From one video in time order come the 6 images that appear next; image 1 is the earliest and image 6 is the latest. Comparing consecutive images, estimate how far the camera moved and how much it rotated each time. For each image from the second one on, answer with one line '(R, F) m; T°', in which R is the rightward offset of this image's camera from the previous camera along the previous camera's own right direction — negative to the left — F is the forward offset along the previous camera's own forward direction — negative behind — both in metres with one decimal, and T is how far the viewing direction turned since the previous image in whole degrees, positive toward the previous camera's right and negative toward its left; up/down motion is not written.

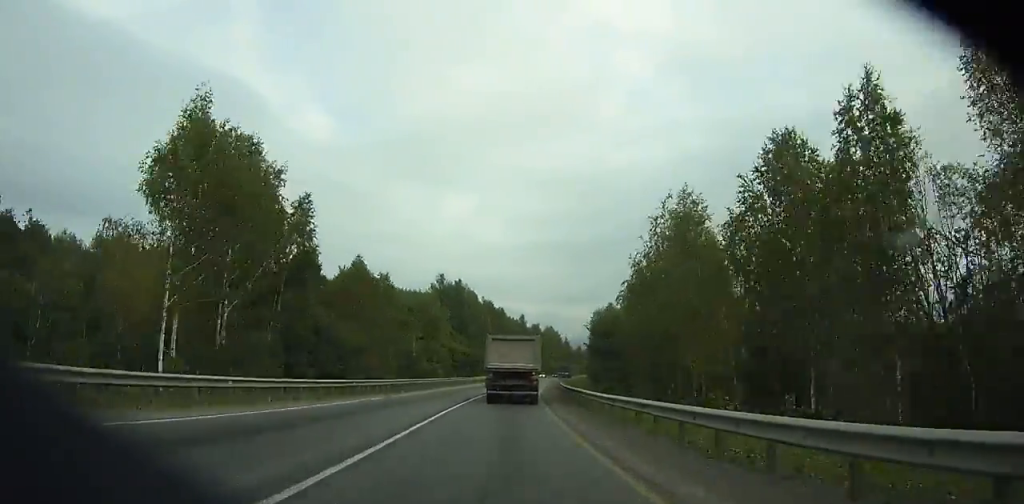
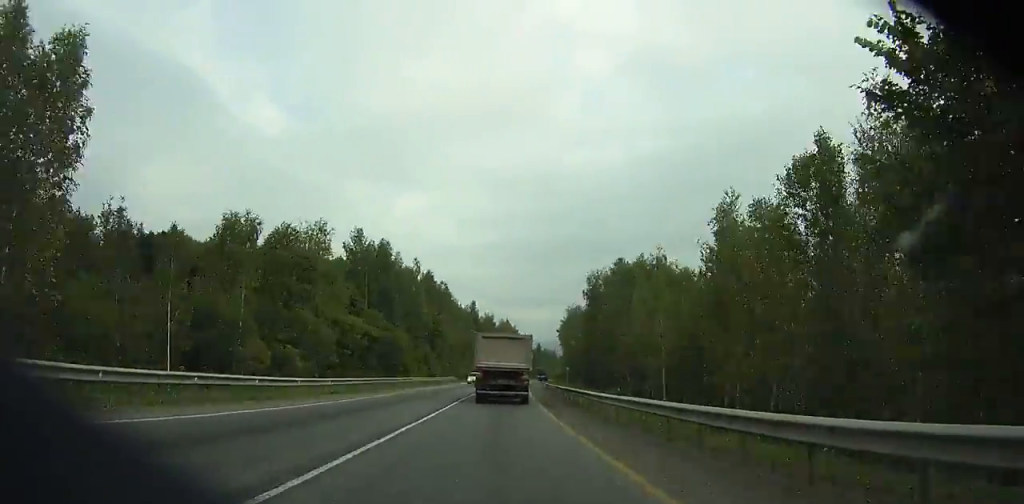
(+2.4, +38.7) m; +5°
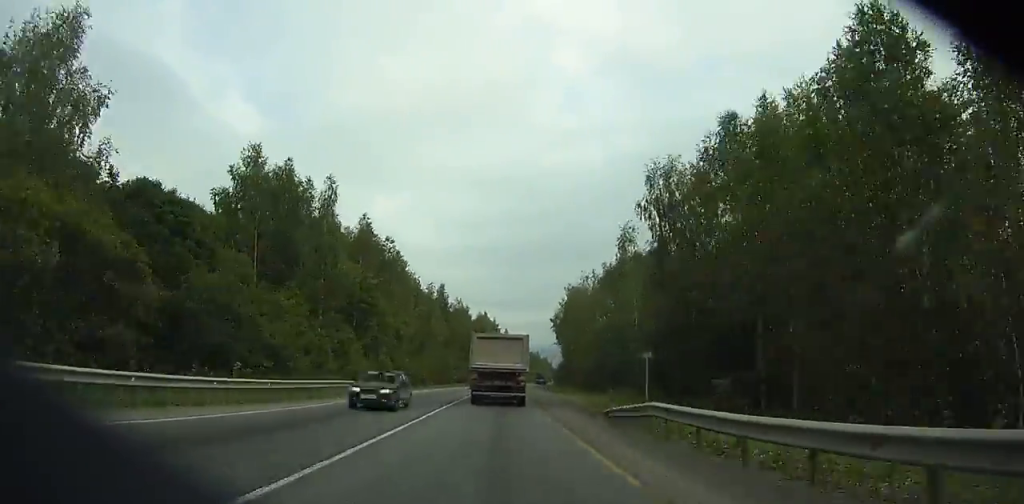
(+1.9, +39.0) m; +4°
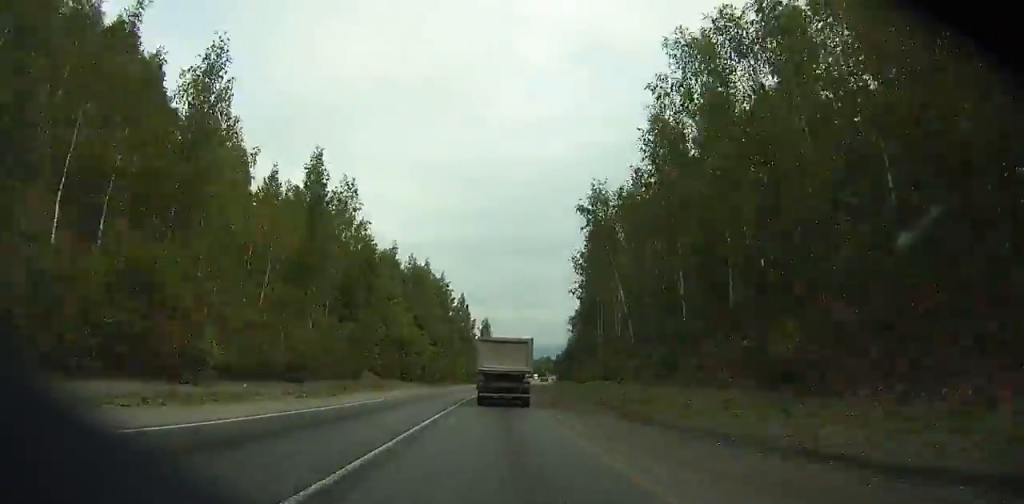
(+1.2, +96.7) m; +2°
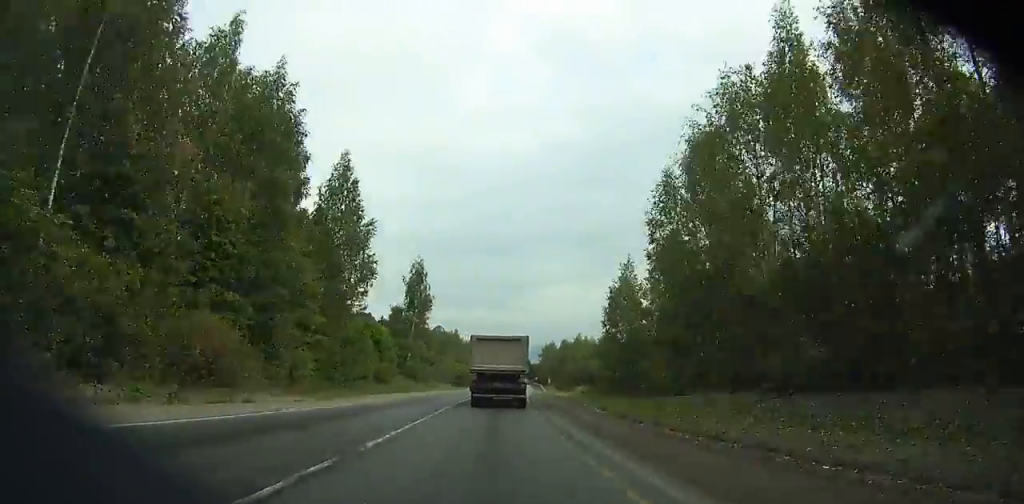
(+3.9, +101.4) m; +5°
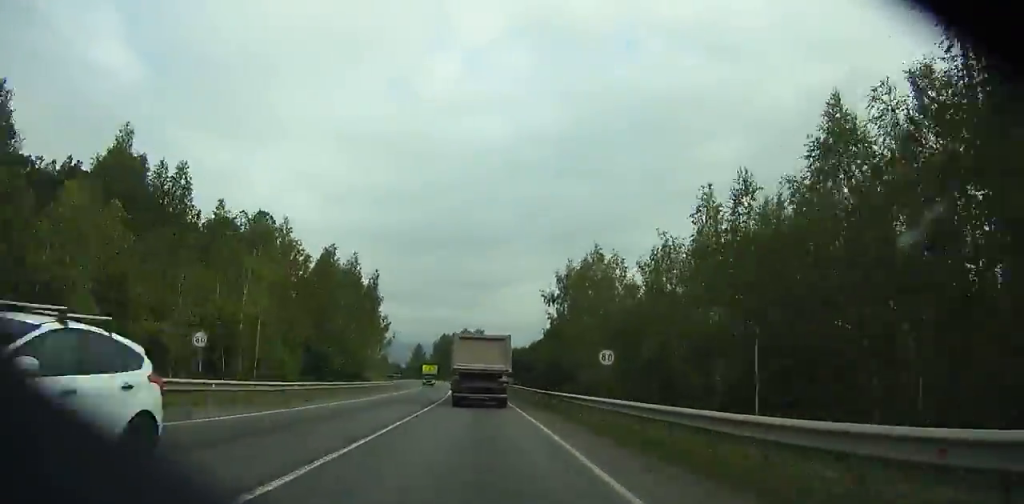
(+7.2, +174.4) m; +2°
